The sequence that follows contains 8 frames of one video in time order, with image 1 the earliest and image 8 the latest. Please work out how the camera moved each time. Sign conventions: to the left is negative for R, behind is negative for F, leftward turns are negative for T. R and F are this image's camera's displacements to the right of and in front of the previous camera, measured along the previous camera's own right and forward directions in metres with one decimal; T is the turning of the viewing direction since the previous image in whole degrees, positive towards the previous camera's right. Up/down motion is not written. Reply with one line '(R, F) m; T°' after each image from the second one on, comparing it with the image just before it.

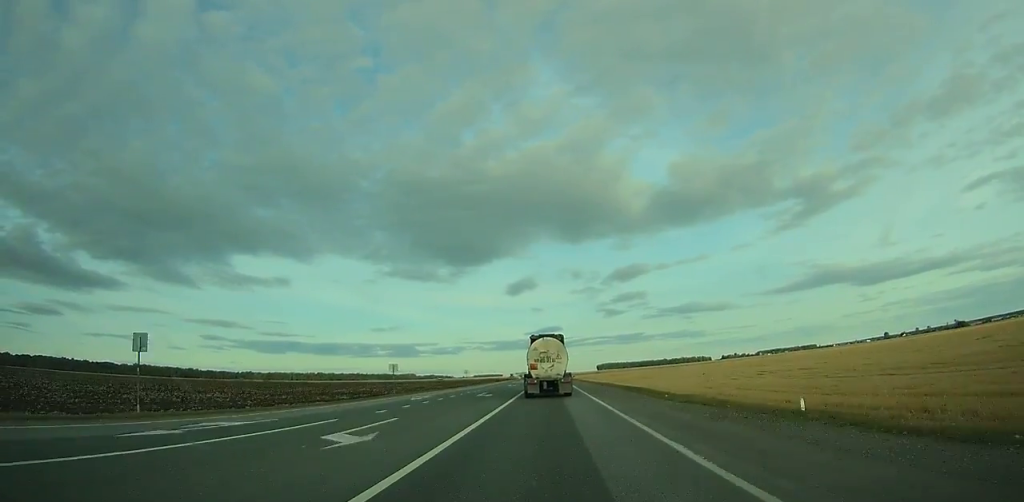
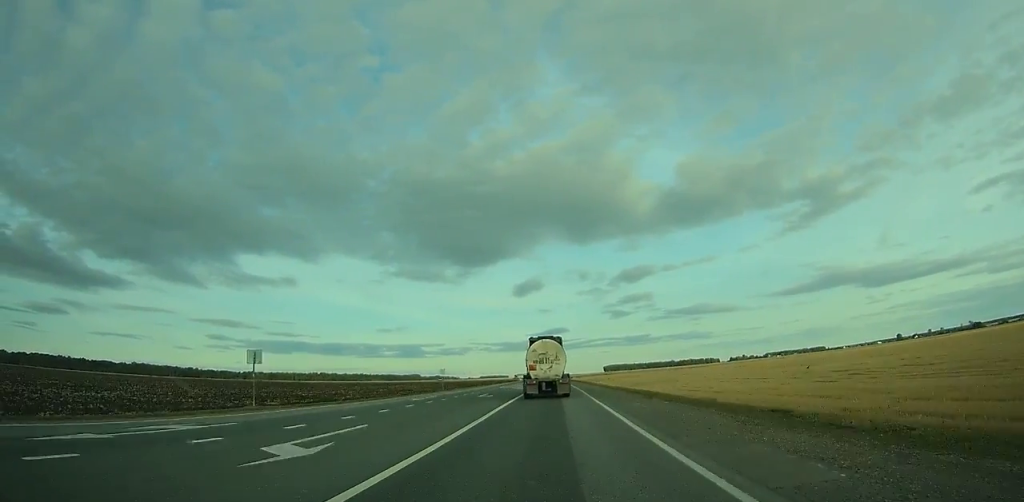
(+0.1, +27.1) m; 0°
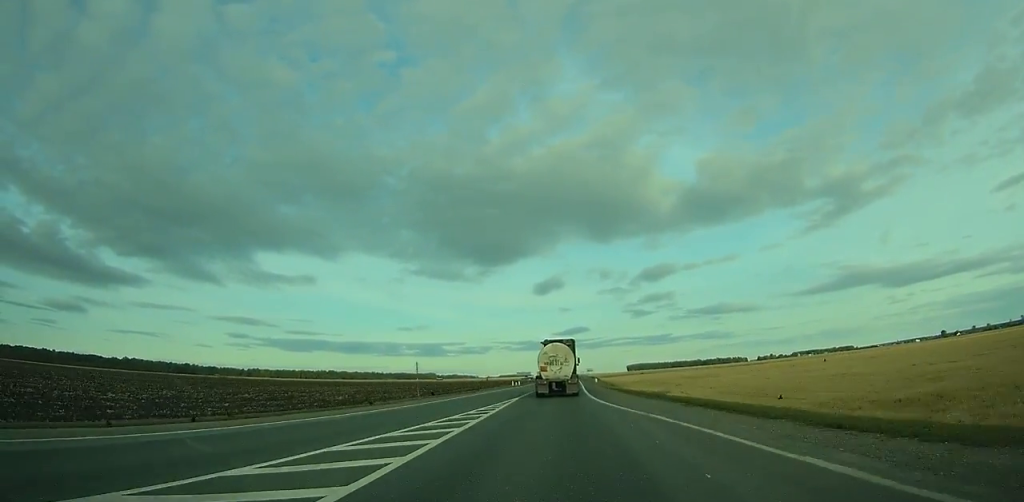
(-1.7, +95.6) m; -2°
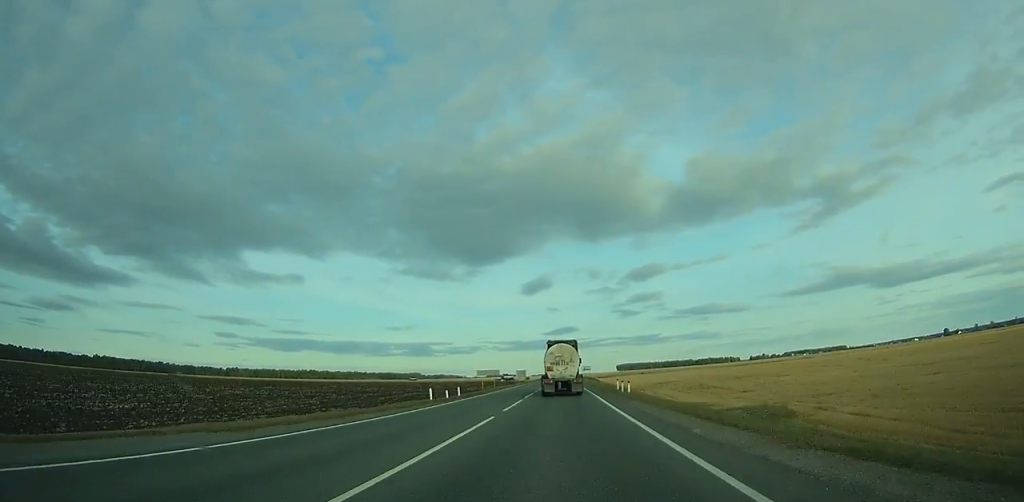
(-0.3, +53.3) m; 0°
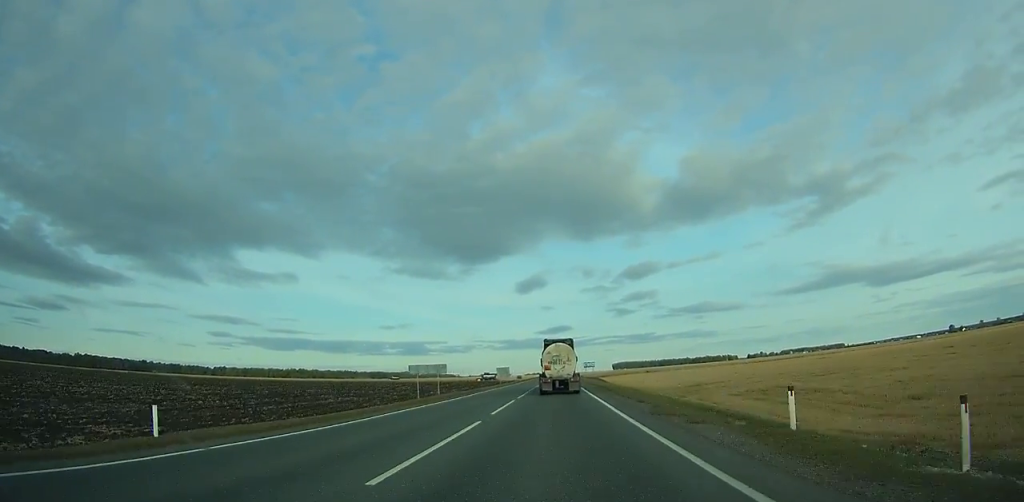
(-0.1, +40.2) m; 0°
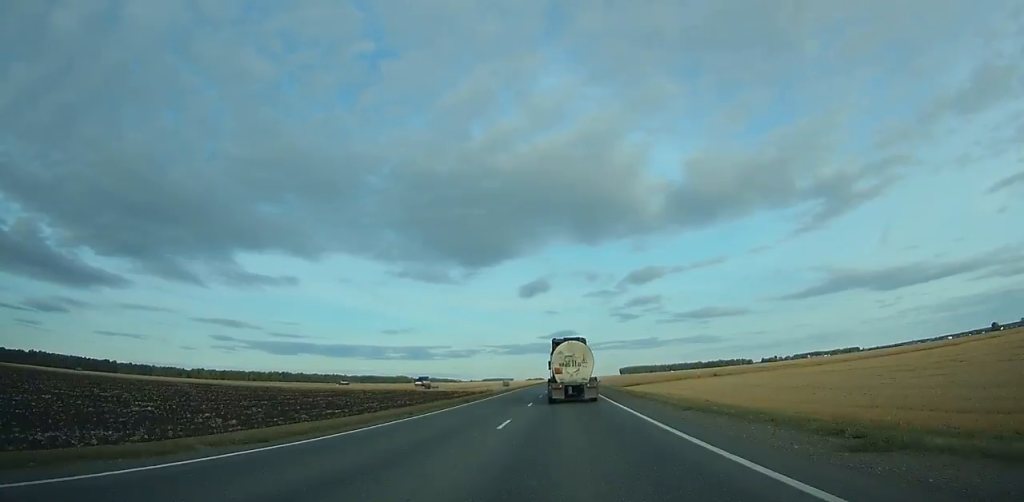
(+0.6, +127.8) m; 0°
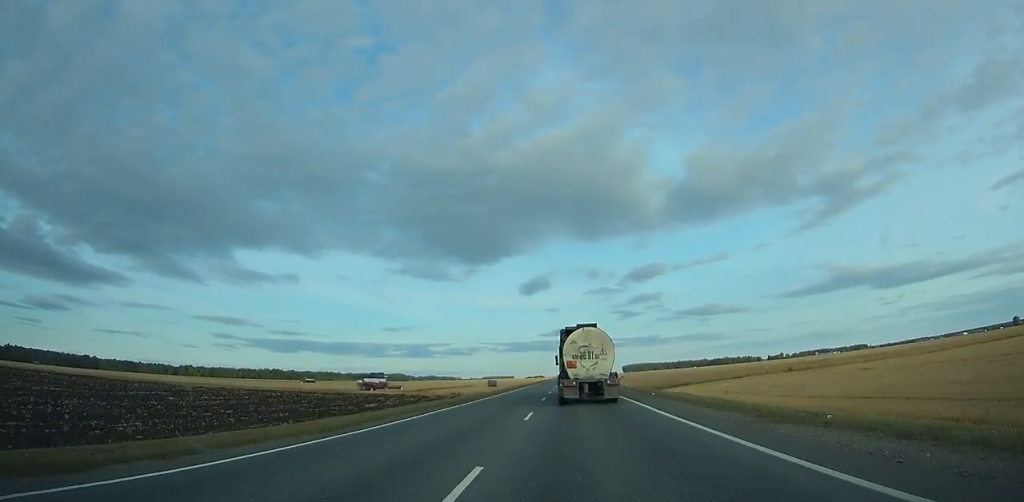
(-0.2, +60.0) m; 0°
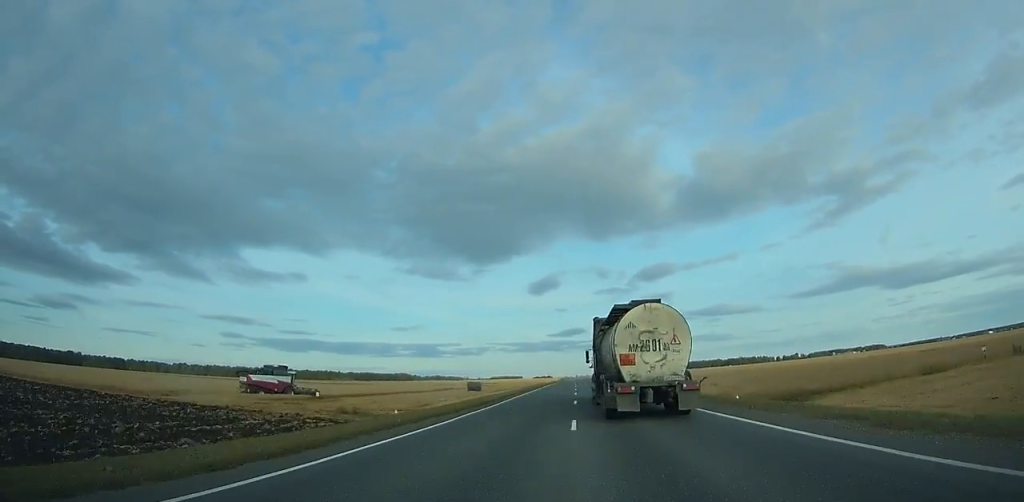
(-0.1, +63.9) m; 0°
